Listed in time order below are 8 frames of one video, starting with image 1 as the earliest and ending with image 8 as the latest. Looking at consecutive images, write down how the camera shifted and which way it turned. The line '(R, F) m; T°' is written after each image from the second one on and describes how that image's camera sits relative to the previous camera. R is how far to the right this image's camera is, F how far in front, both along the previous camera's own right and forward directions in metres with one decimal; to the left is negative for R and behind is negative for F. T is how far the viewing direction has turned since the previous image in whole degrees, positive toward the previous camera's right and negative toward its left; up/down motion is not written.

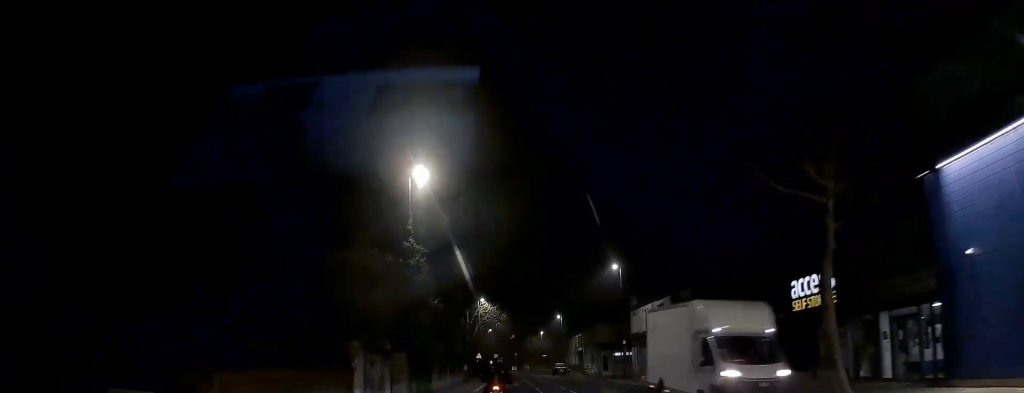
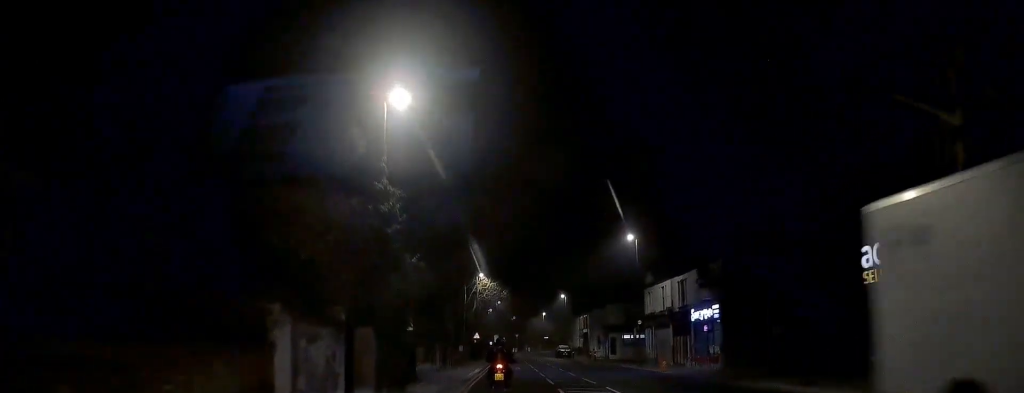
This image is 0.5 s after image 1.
(-0.1, +5.3) m; 0°
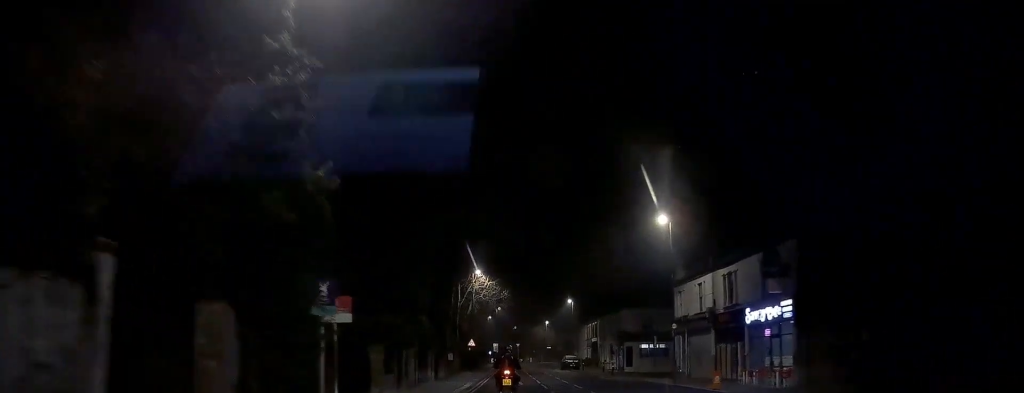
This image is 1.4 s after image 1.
(0.0, +8.8) m; -1°
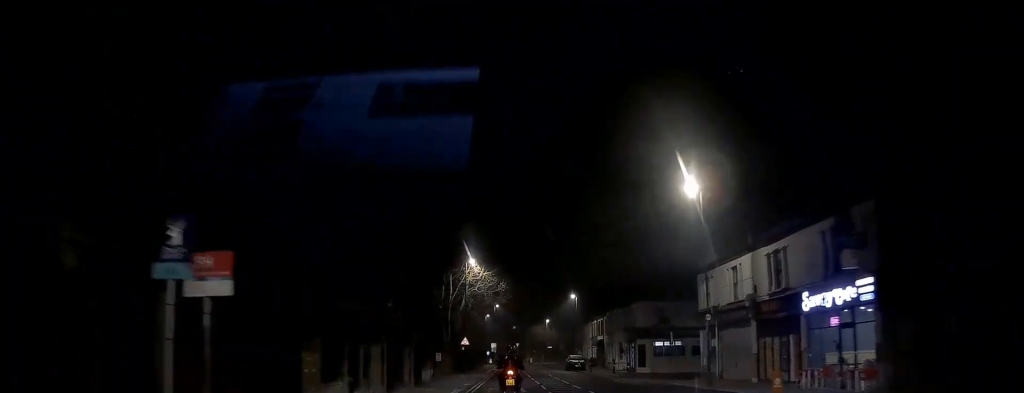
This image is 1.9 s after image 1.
(-0.1, +6.2) m; 0°
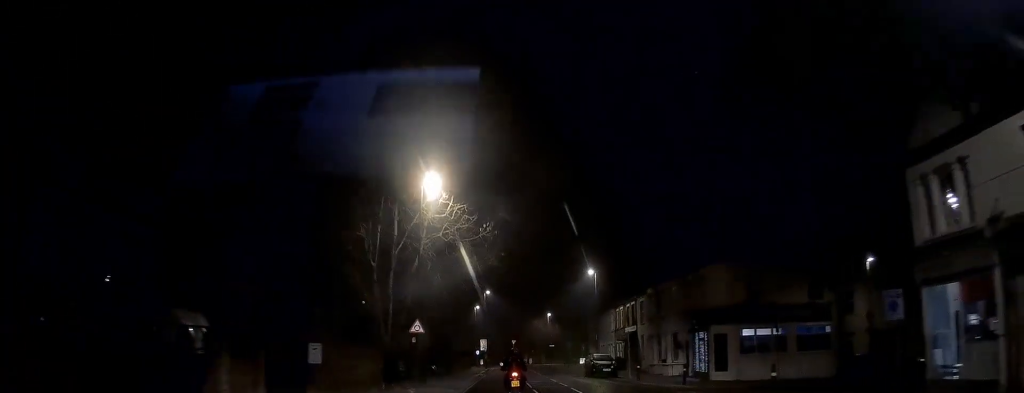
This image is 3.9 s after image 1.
(0.0, +21.8) m; 0°
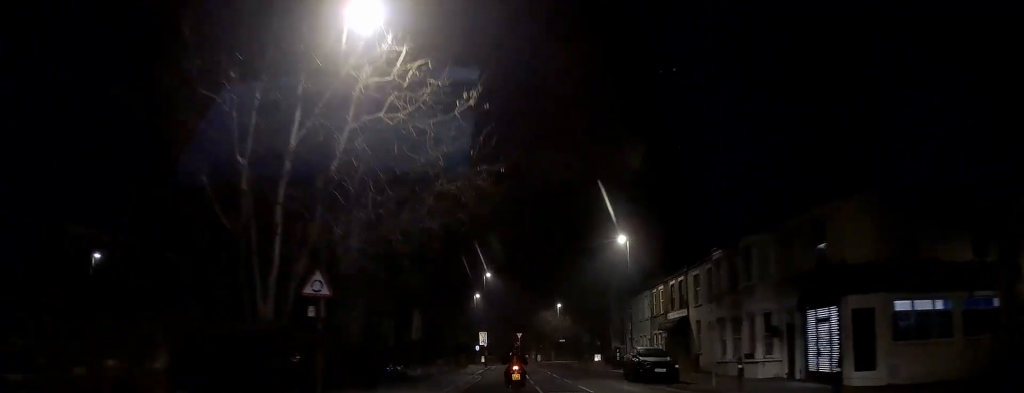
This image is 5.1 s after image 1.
(0.0, +13.9) m; 0°
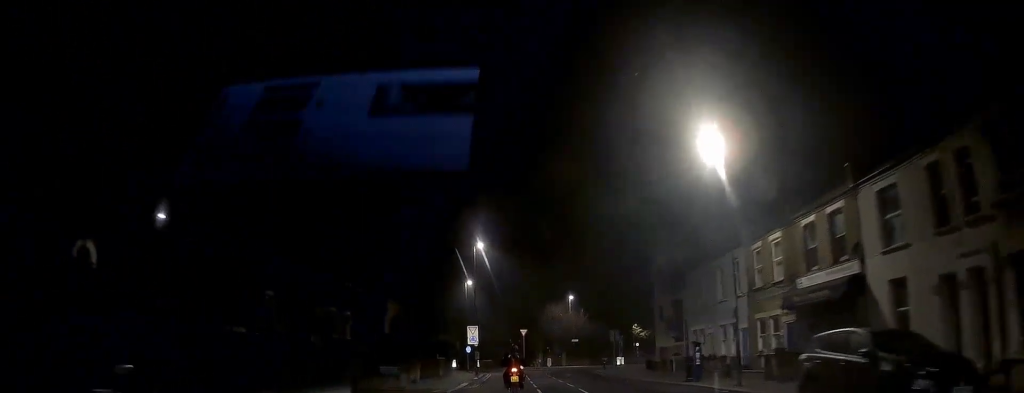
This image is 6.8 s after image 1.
(0.0, +19.8) m; 0°
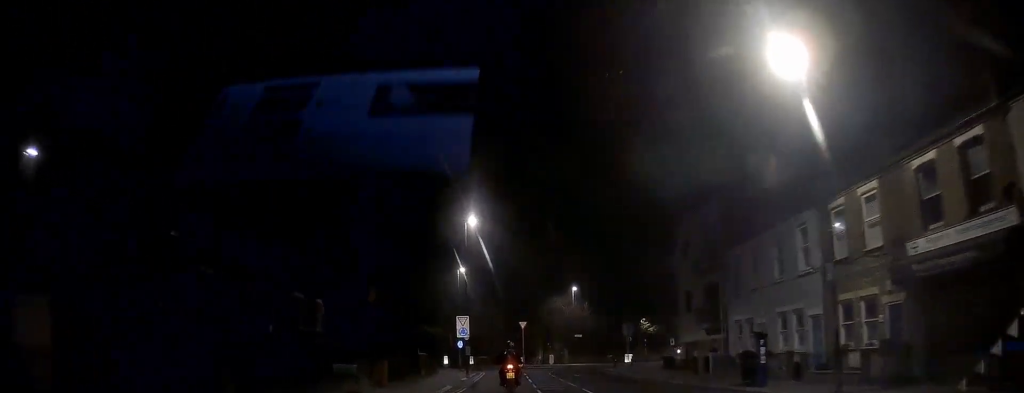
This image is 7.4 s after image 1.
(-0.1, +7.7) m; 0°
